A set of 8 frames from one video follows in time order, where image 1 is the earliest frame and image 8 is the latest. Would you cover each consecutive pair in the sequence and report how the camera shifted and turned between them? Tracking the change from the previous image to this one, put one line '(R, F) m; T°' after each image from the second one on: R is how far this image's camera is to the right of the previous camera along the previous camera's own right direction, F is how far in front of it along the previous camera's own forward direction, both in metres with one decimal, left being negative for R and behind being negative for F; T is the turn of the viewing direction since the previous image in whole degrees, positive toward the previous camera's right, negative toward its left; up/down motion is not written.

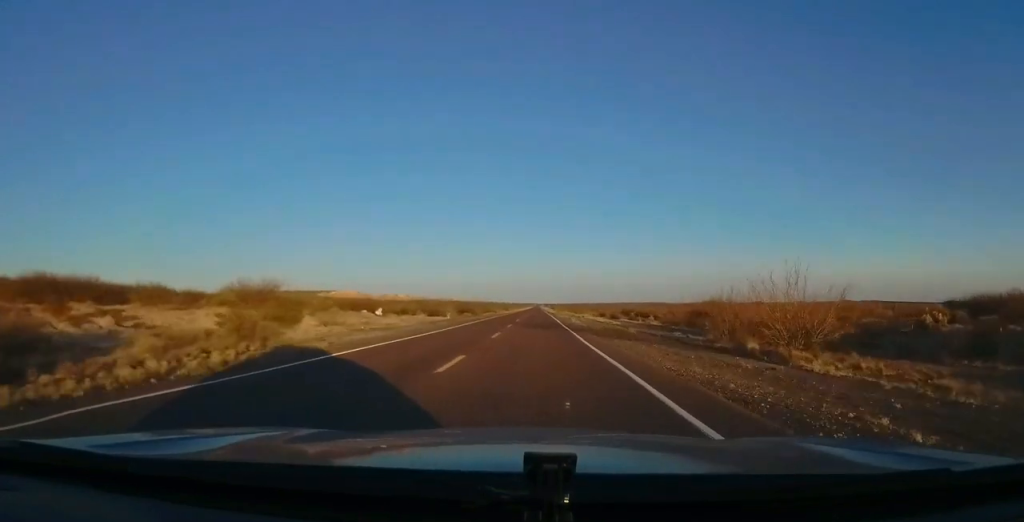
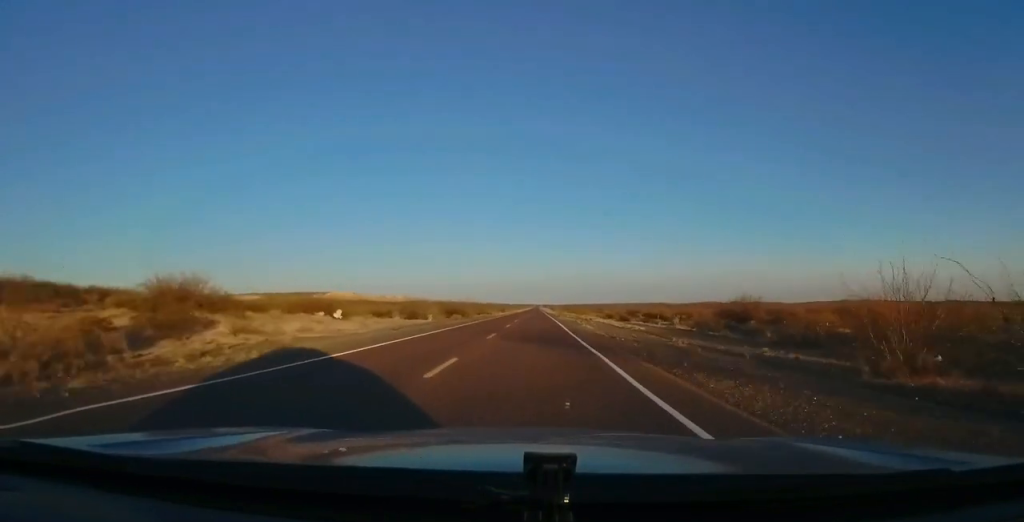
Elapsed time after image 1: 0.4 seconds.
(0.0, +12.7) m; 0°
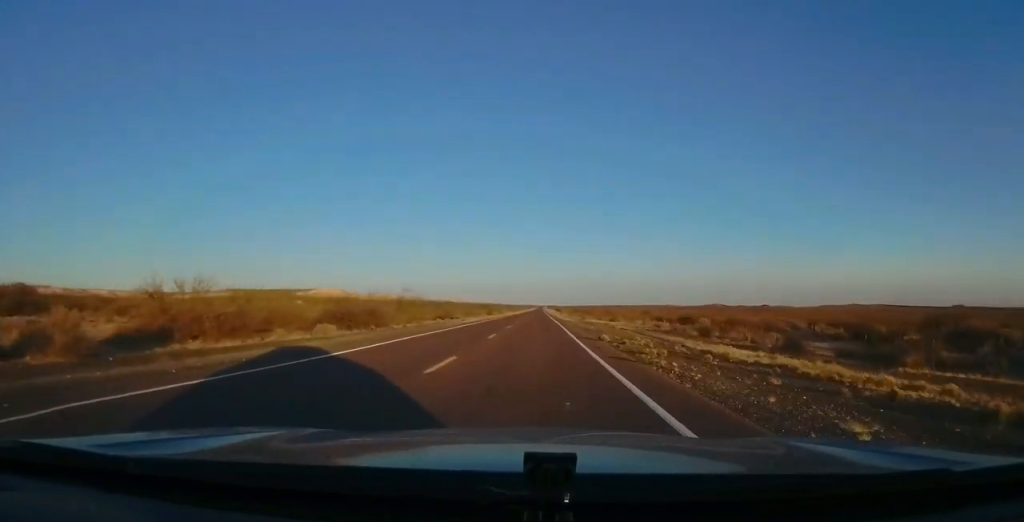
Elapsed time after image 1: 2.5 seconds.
(-0.5, +60.5) m; 0°
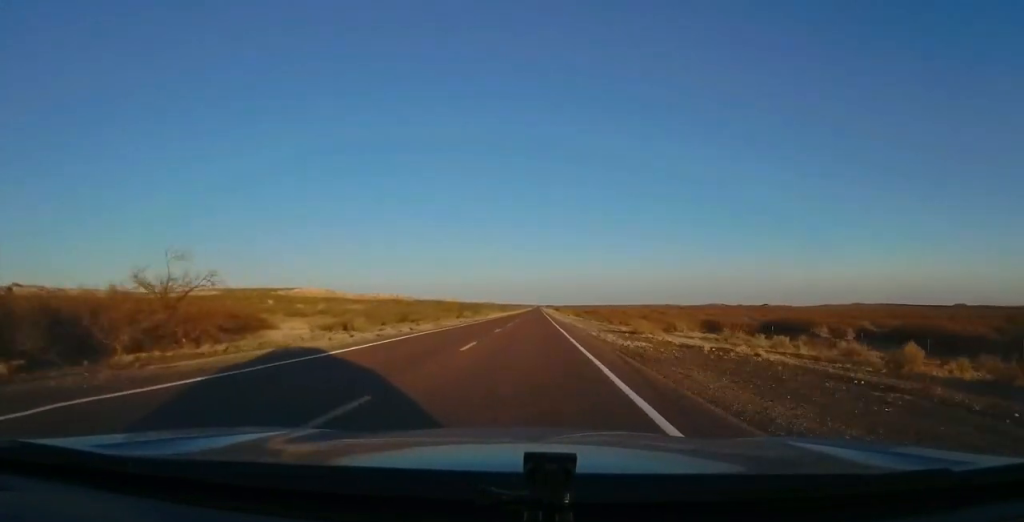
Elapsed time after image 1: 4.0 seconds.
(-0.2, +42.8) m; 0°
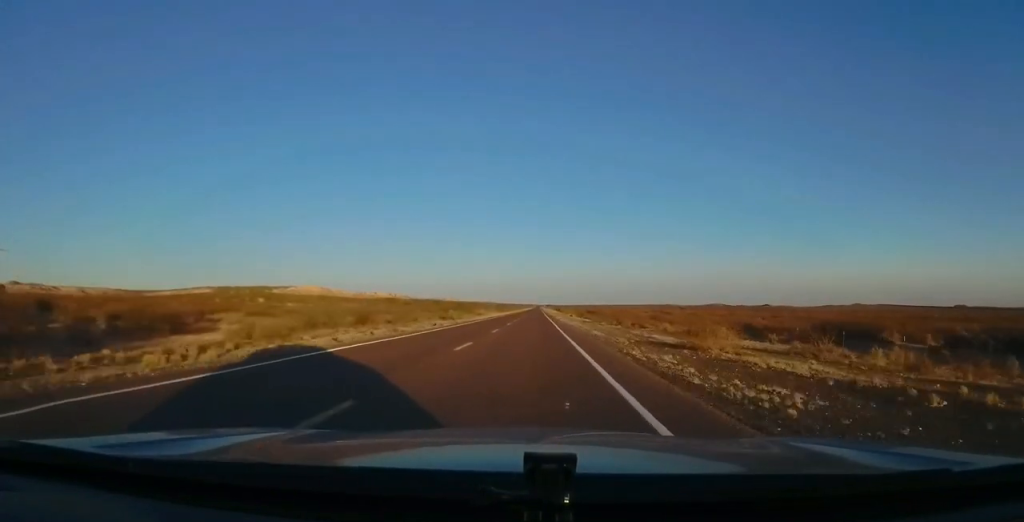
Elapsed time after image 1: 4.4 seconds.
(+0.1, +12.7) m; 0°
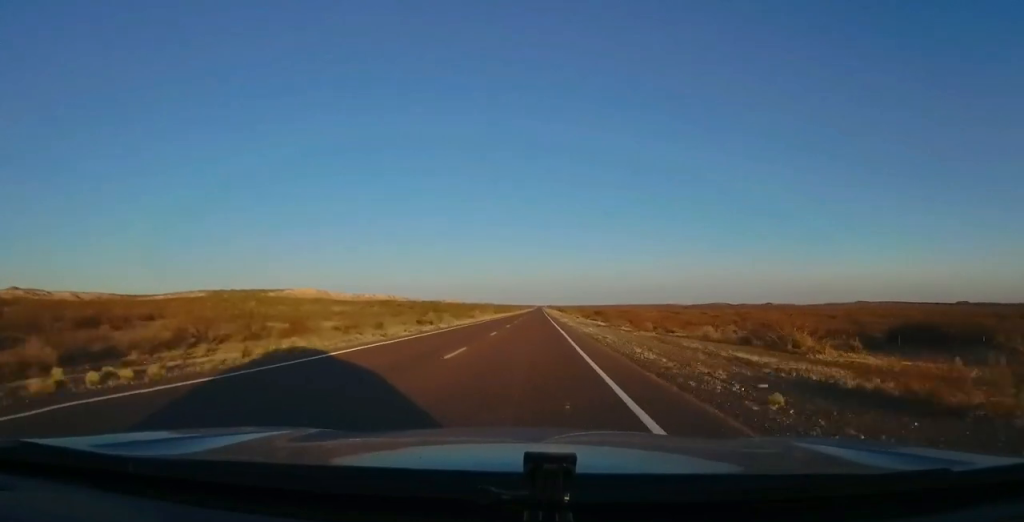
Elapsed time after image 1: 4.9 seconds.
(+0.1, +13.6) m; 0°
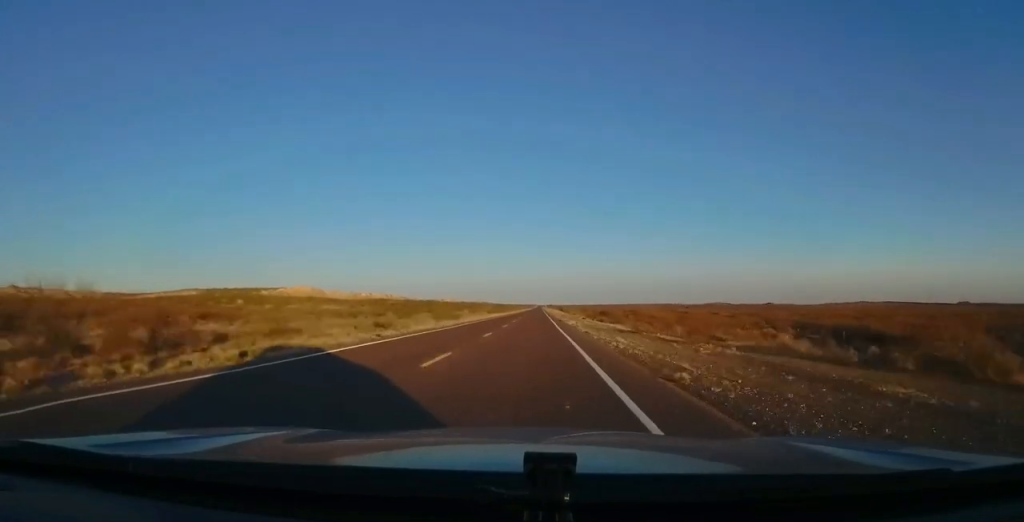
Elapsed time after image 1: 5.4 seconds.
(+0.1, +14.6) m; 0°
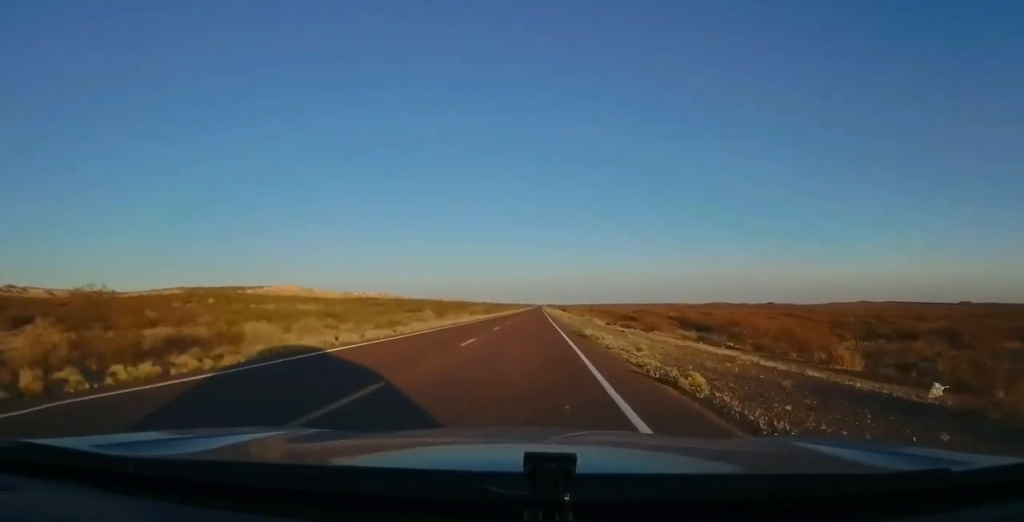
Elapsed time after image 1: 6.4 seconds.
(+0.1, +30.2) m; 0°
